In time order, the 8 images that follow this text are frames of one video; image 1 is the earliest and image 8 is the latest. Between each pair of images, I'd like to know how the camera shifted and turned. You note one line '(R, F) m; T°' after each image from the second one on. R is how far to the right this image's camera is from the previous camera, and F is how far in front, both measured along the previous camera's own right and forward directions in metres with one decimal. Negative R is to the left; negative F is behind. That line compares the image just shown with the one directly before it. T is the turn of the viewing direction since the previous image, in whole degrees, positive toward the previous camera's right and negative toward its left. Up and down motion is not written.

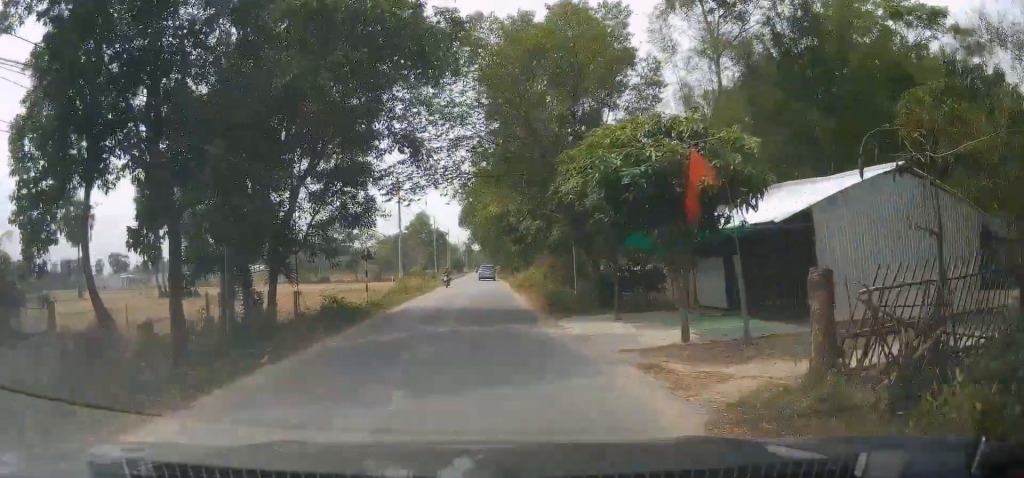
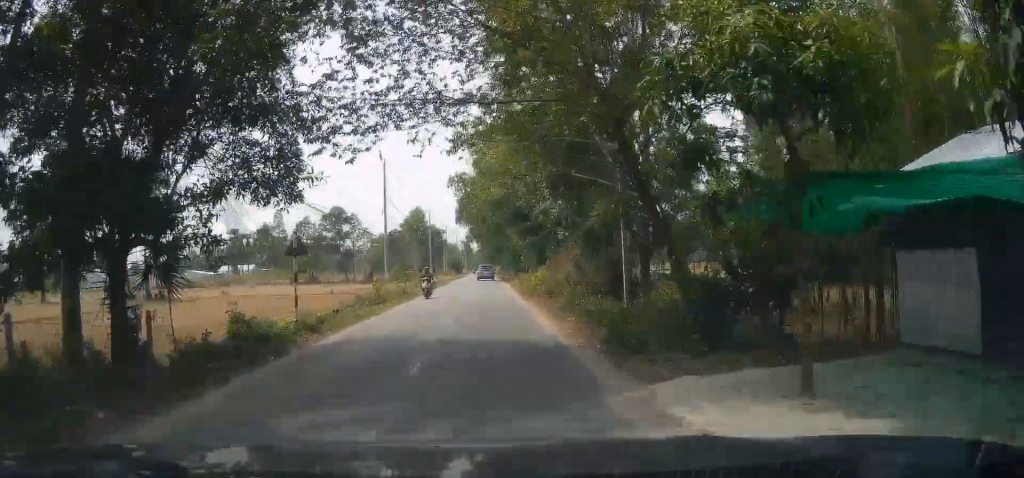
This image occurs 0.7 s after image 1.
(+0.4, +9.6) m; +1°
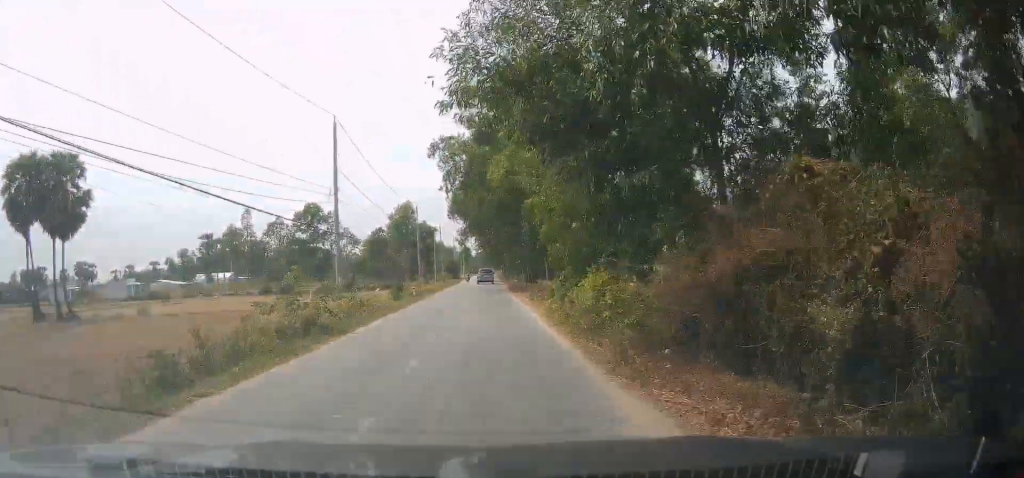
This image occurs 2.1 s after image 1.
(+0.2, +19.3) m; +1°
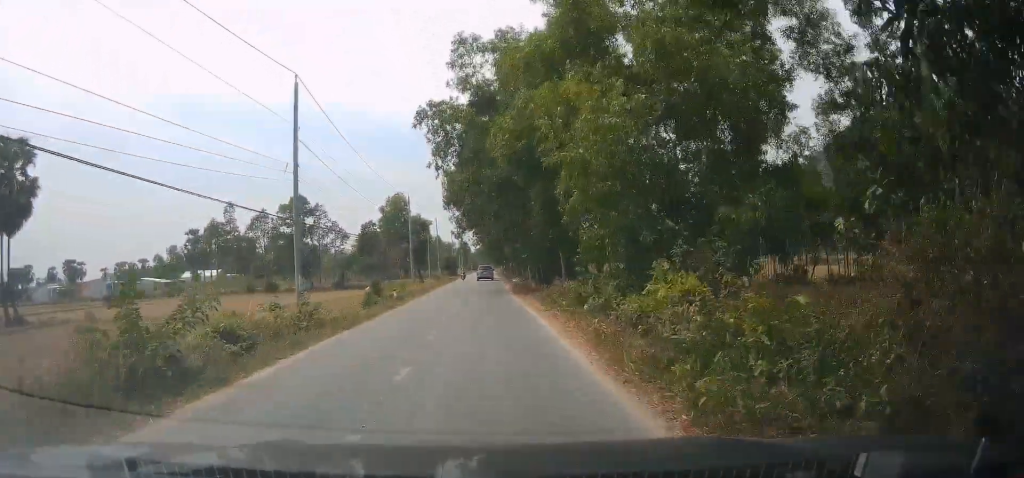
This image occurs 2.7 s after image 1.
(+0.1, +8.5) m; -1°
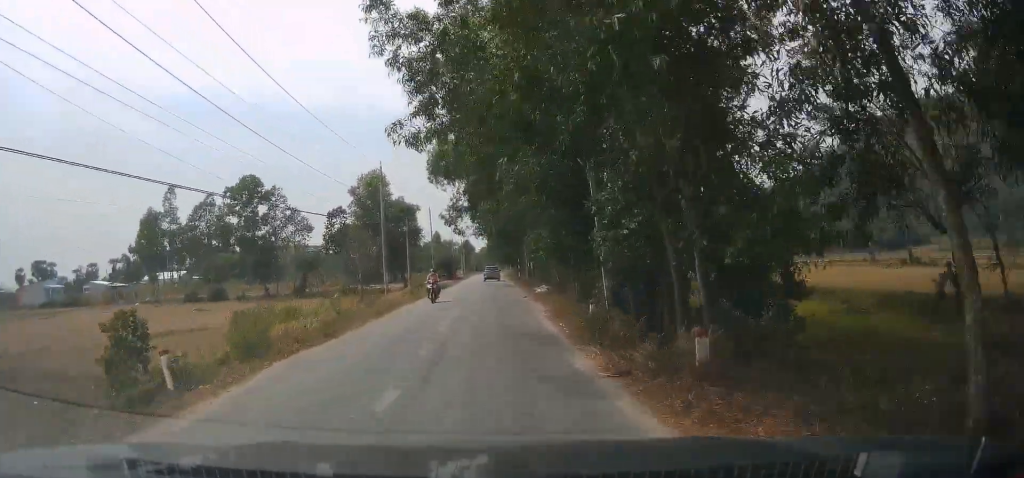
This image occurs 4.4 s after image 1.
(-0.5, +25.5) m; -2°
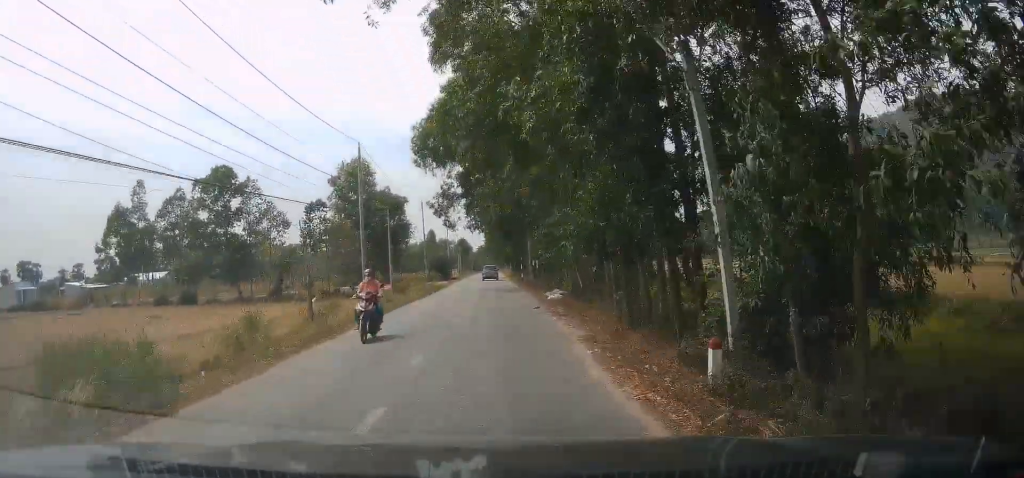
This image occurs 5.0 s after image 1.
(+0.1, +8.3) m; 0°
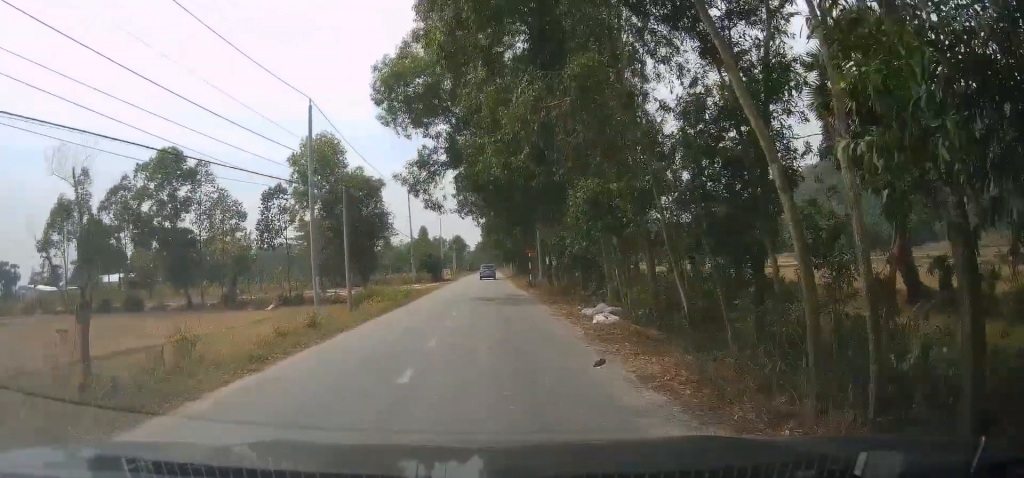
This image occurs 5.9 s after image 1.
(-0.2, +13.0) m; 0°
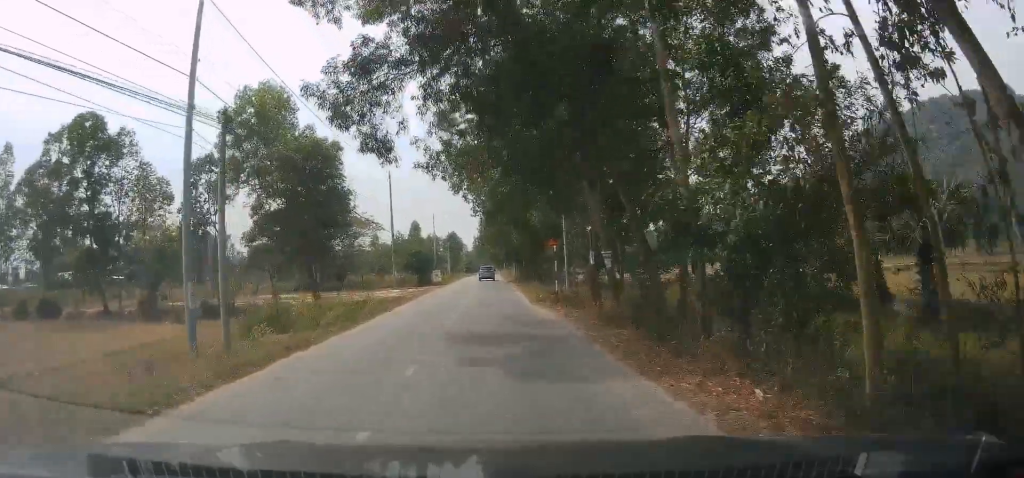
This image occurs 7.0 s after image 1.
(+0.1, +14.8) m; 0°
